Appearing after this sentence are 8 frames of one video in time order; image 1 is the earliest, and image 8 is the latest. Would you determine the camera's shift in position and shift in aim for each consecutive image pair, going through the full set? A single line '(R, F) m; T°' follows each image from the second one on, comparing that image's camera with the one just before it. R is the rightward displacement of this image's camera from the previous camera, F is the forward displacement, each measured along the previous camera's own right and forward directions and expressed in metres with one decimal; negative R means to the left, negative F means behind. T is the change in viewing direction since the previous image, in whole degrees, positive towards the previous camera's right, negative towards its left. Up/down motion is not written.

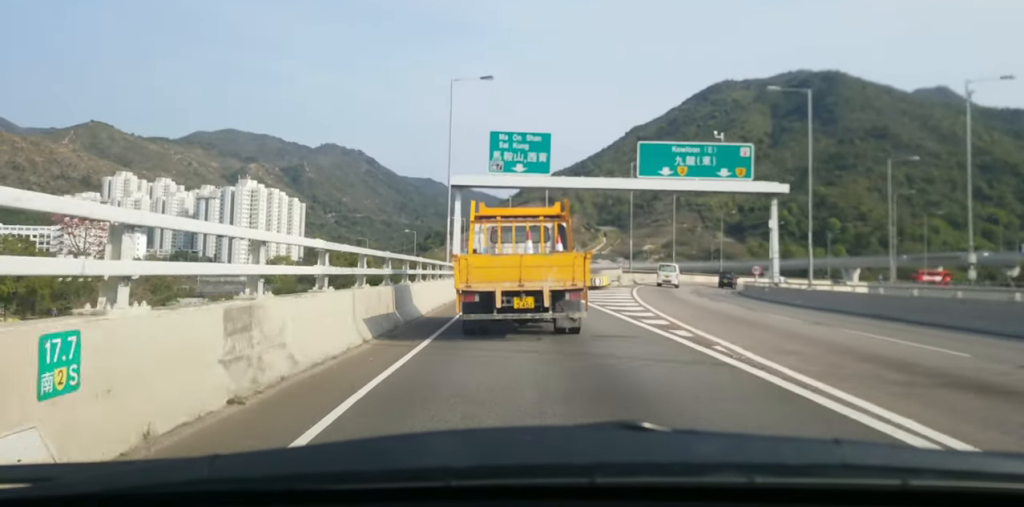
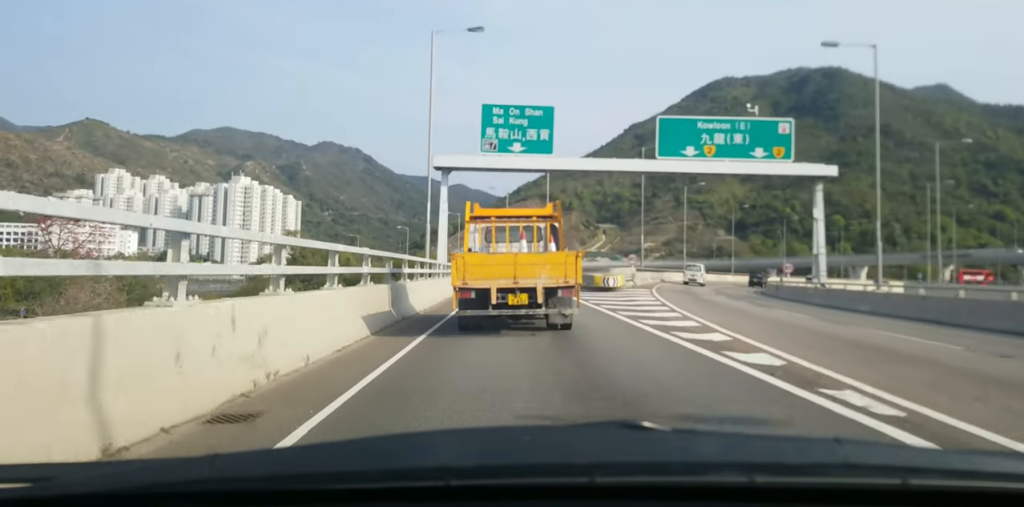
(+0.1, +7.6) m; -1°
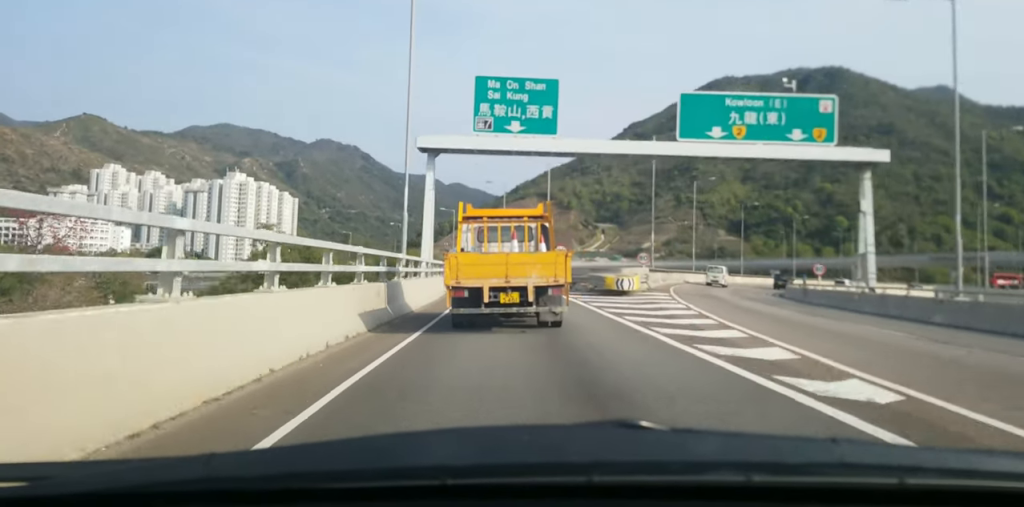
(-0.1, +5.9) m; 0°
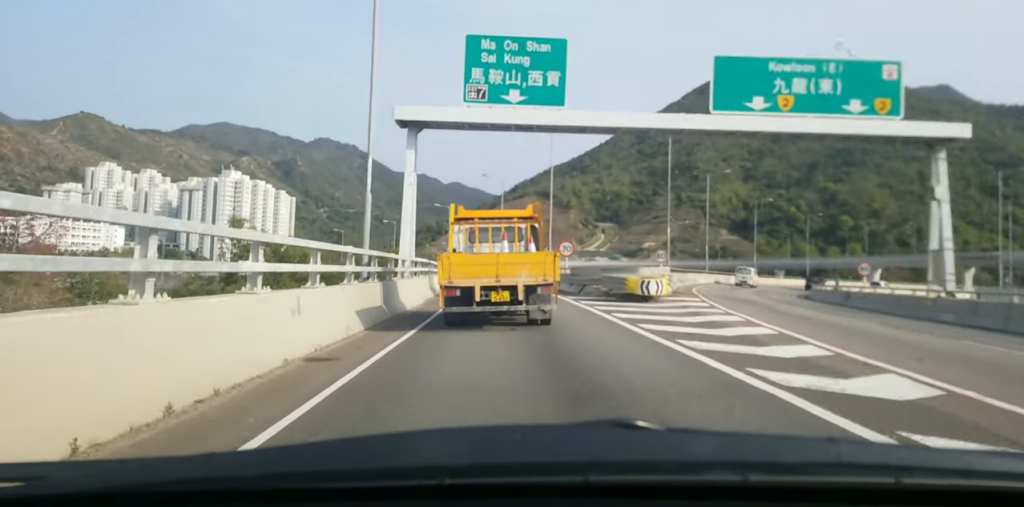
(-0.2, +5.9) m; 0°
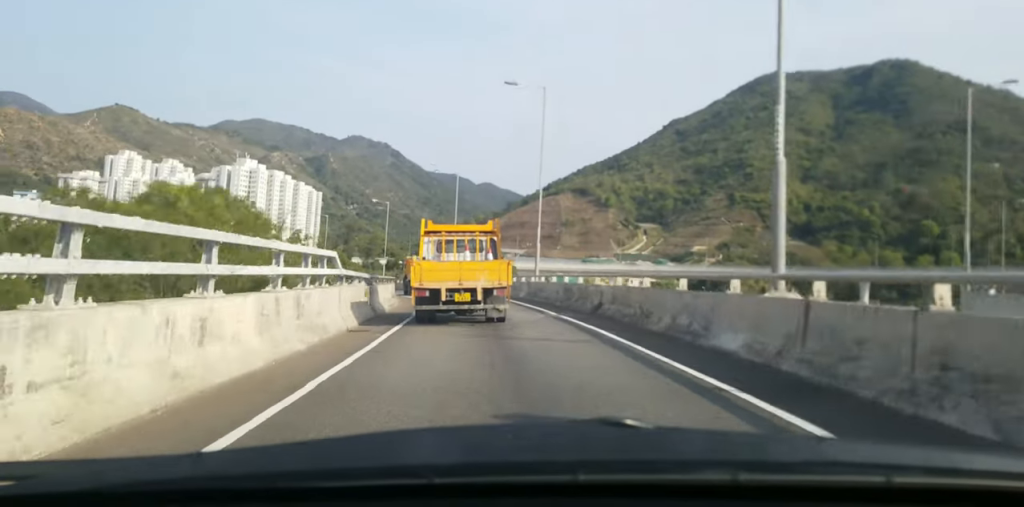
(+0.6, +39.5) m; 0°
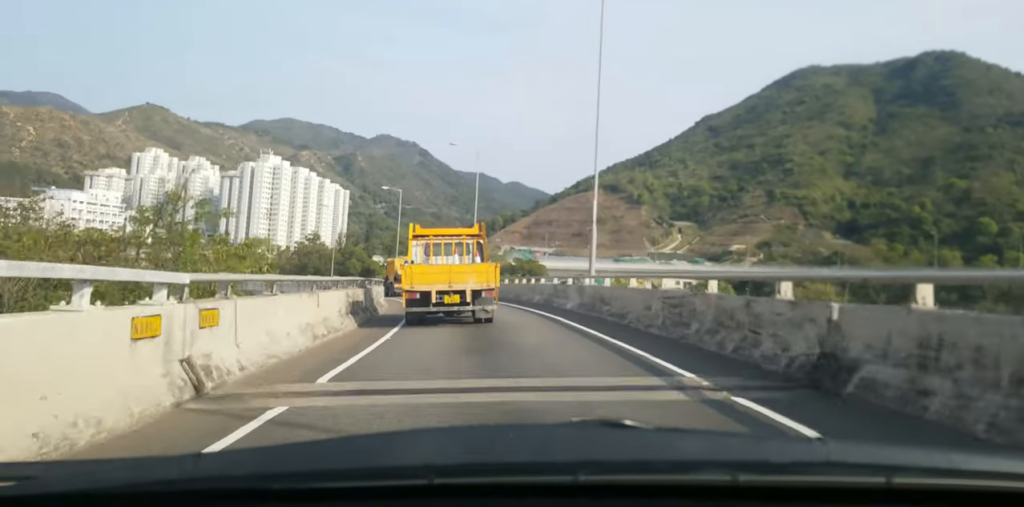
(-0.1, +13.9) m; -3°
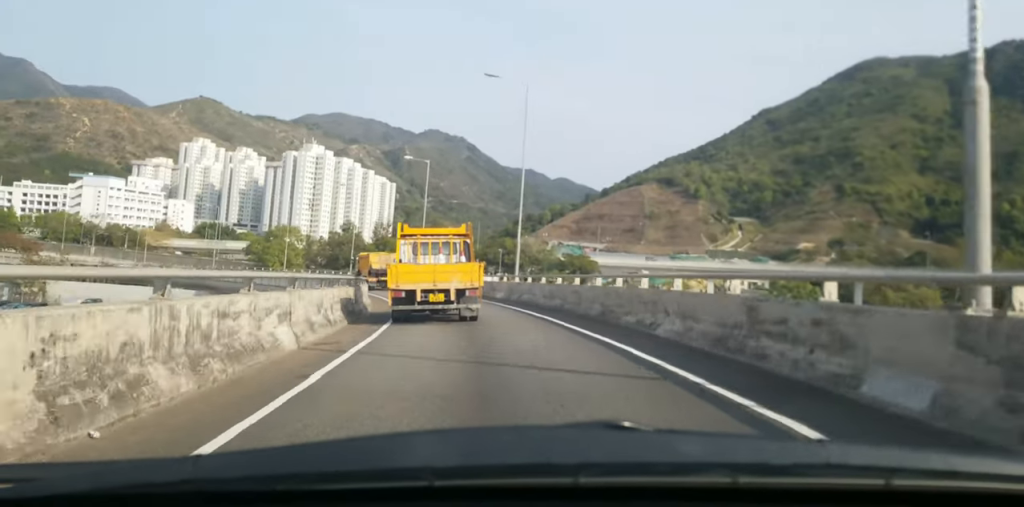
(-1.0, +19.1) m; -5°
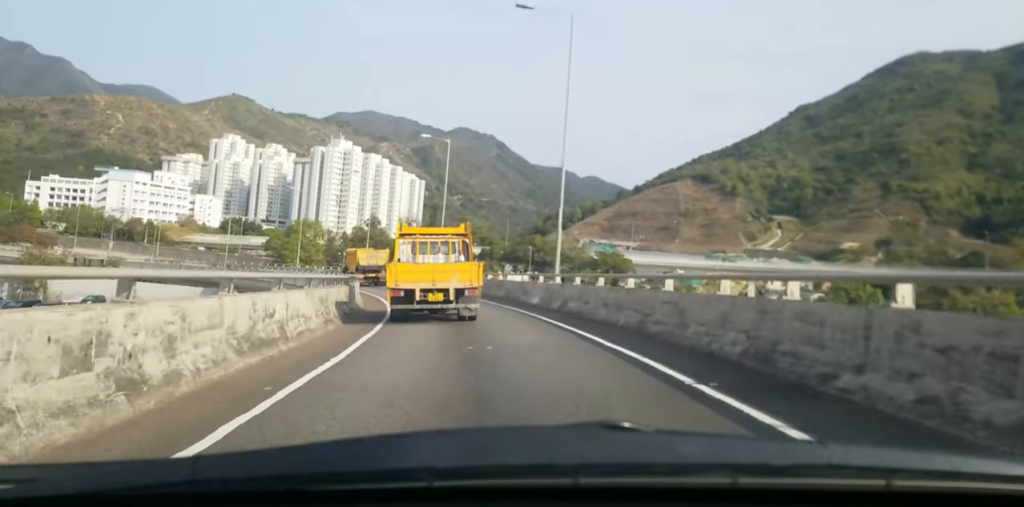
(-0.1, +9.8) m; -2°
